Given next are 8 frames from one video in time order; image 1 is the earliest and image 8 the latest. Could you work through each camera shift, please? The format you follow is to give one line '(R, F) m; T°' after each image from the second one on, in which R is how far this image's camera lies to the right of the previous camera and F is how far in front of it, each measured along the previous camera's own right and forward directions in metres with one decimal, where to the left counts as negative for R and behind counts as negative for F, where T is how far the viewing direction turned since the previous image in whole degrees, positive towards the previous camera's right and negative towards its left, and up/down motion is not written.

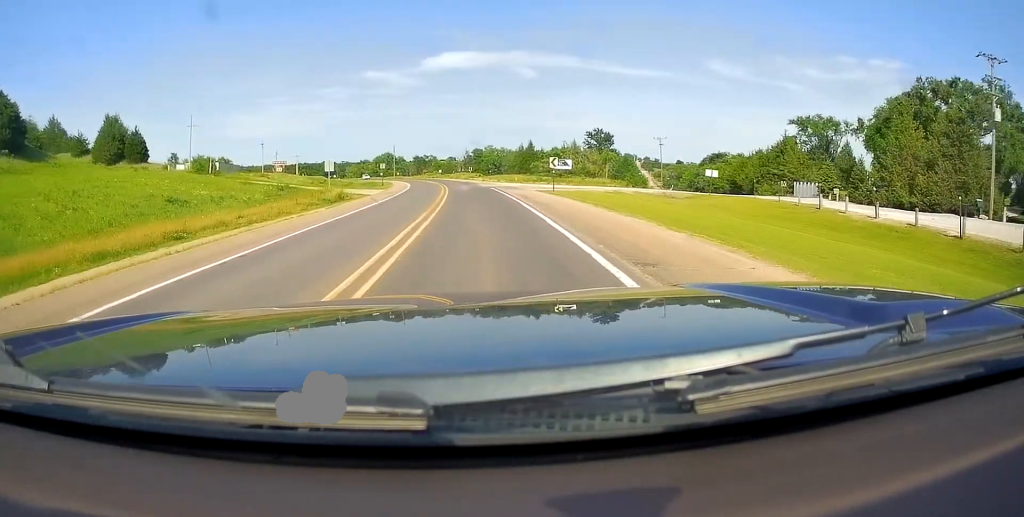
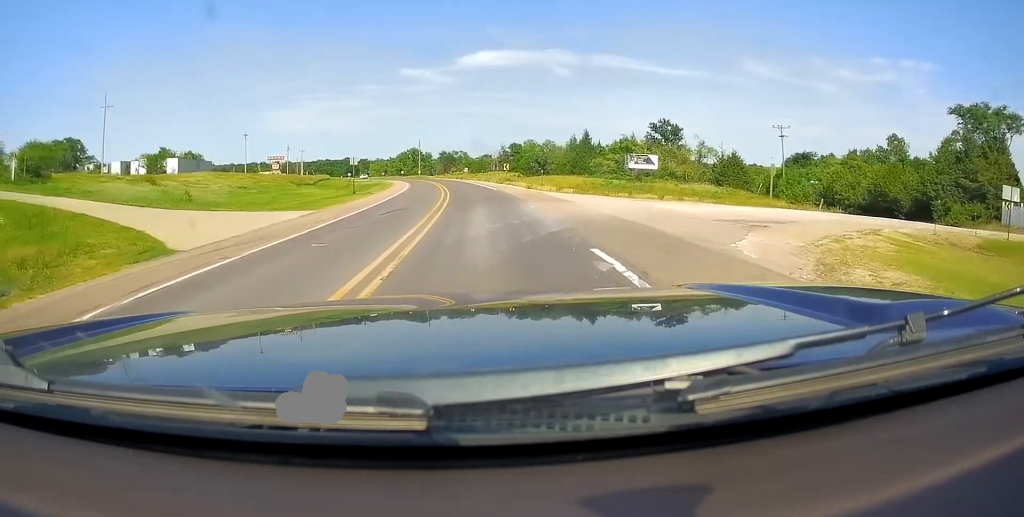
(-0.8, +35.3) m; -4°
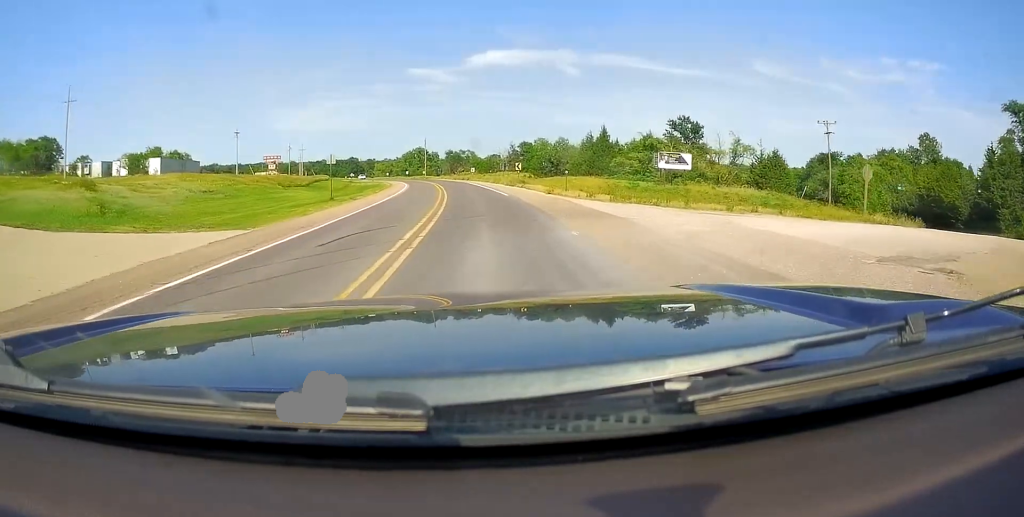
(-0.2, +9.5) m; -1°
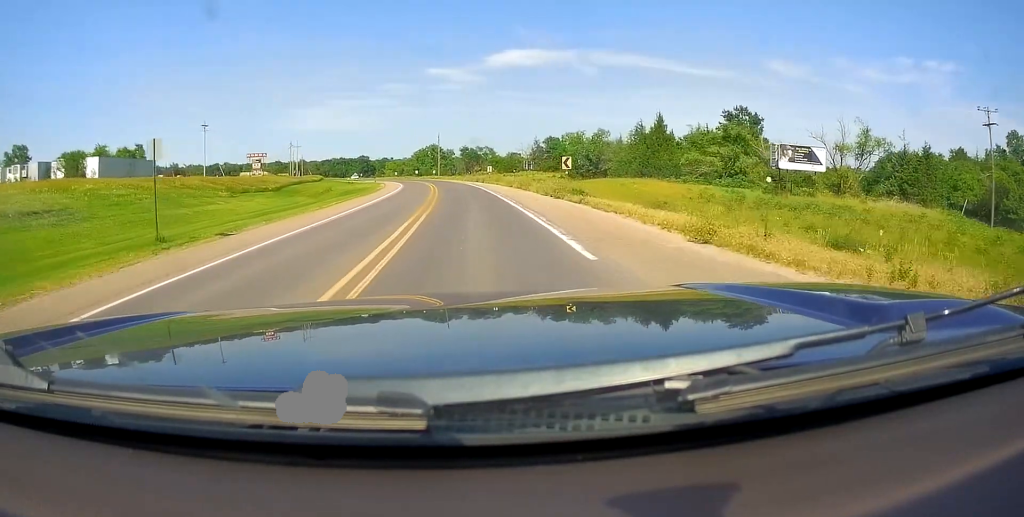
(-0.6, +23.9) m; -3°
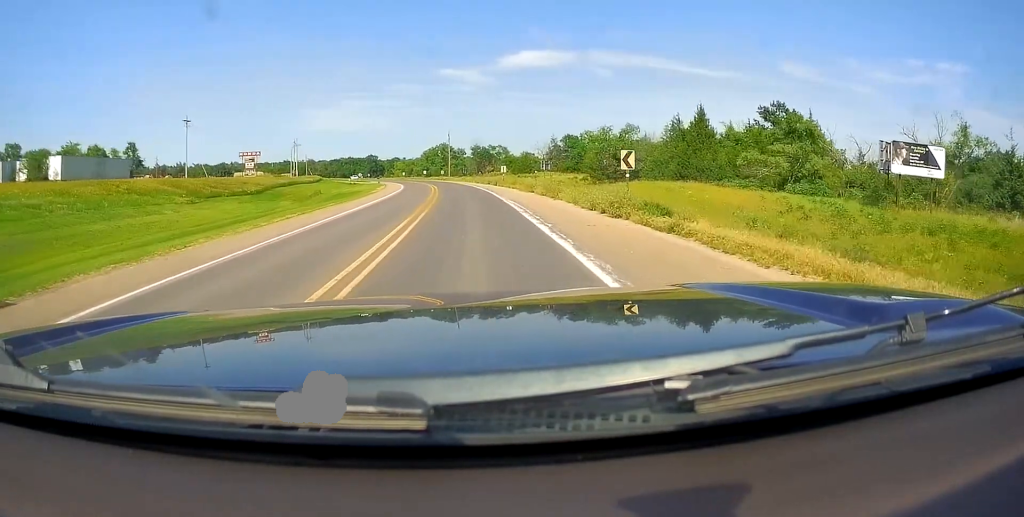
(-0.1, +11.4) m; -1°
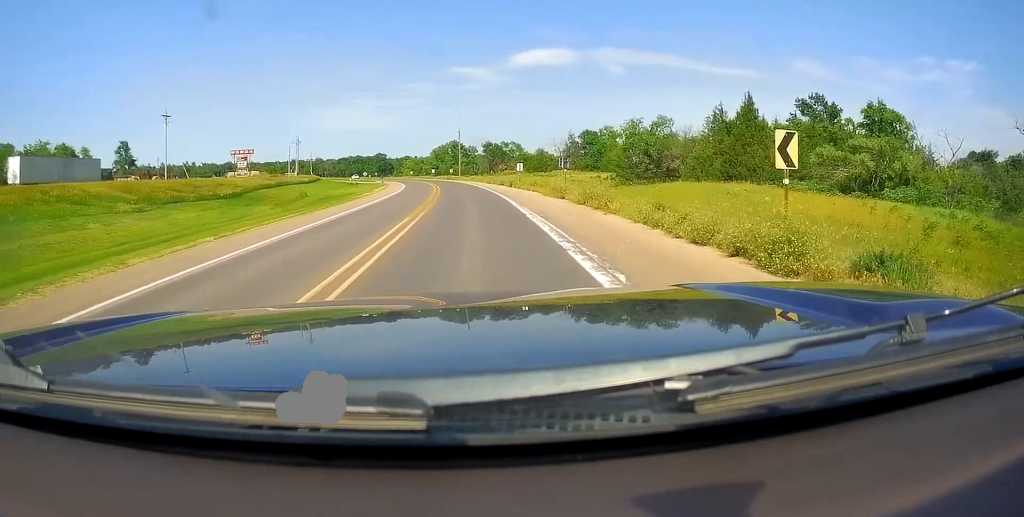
(-0.1, +10.3) m; -1°
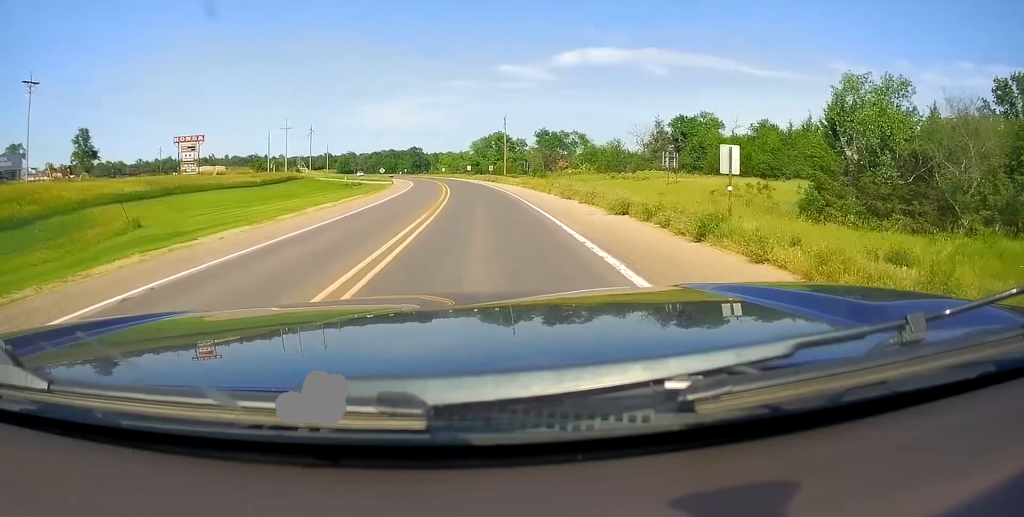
(-1.4, +38.2) m; -4°
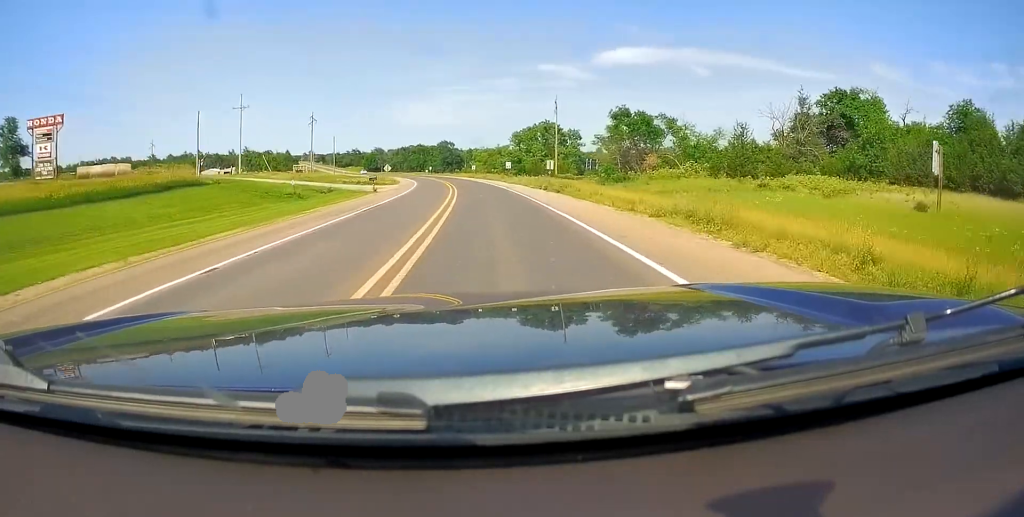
(-1.1, +37.0) m; -4°
